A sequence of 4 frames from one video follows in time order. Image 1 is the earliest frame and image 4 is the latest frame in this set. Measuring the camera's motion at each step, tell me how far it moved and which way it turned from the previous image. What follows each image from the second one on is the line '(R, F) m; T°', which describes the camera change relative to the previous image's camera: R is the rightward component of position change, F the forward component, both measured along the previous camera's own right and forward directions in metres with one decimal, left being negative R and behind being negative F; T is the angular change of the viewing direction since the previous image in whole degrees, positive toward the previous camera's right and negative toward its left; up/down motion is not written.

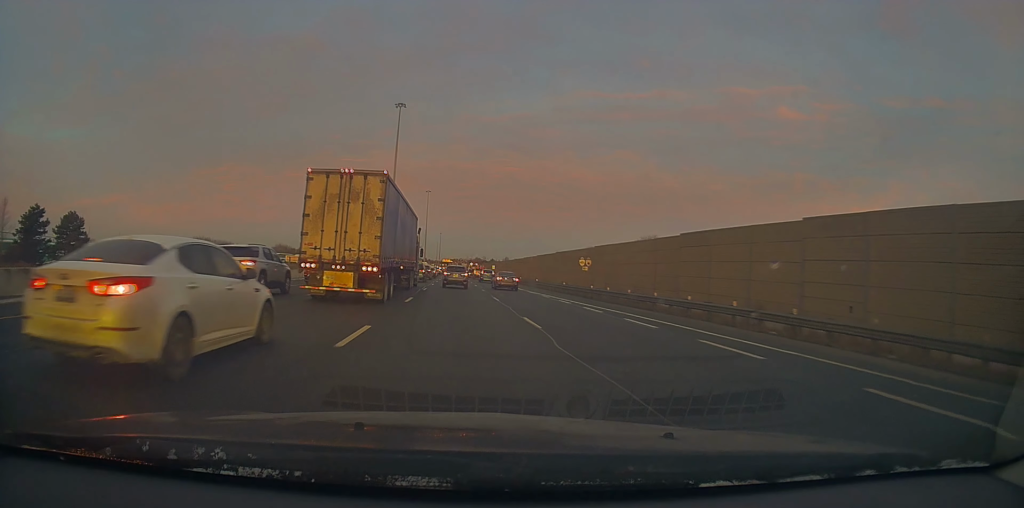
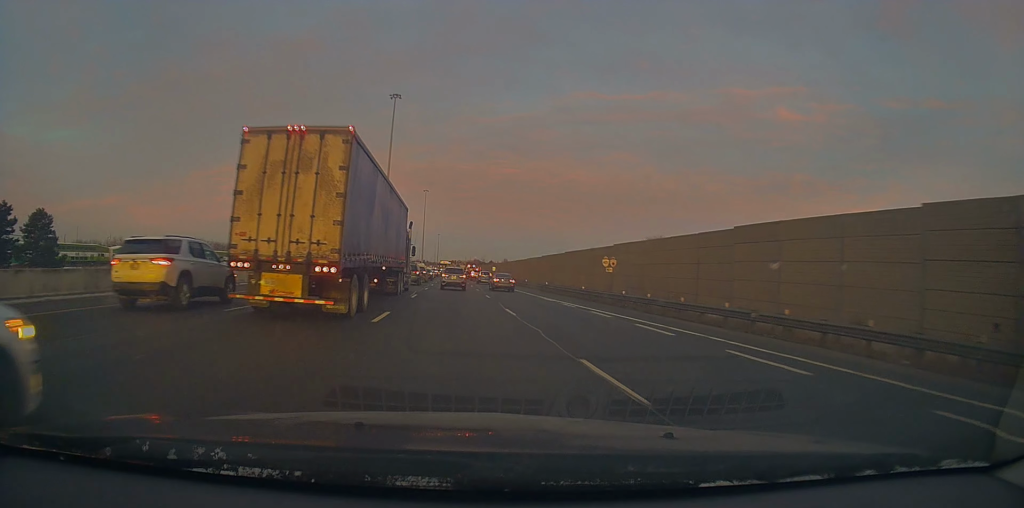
(+0.3, +7.7) m; +2°
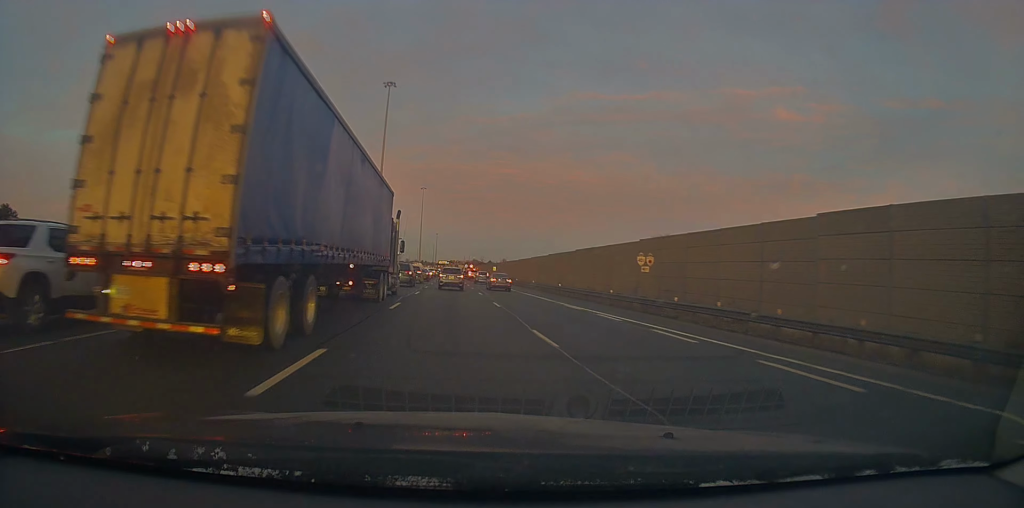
(+0.1, +7.7) m; 0°
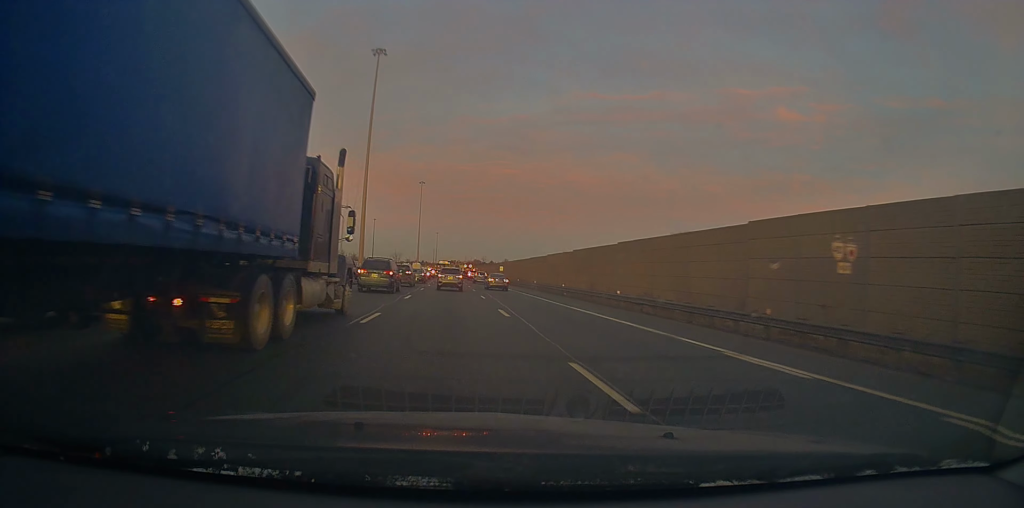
(0.0, +16.8) m; 0°
